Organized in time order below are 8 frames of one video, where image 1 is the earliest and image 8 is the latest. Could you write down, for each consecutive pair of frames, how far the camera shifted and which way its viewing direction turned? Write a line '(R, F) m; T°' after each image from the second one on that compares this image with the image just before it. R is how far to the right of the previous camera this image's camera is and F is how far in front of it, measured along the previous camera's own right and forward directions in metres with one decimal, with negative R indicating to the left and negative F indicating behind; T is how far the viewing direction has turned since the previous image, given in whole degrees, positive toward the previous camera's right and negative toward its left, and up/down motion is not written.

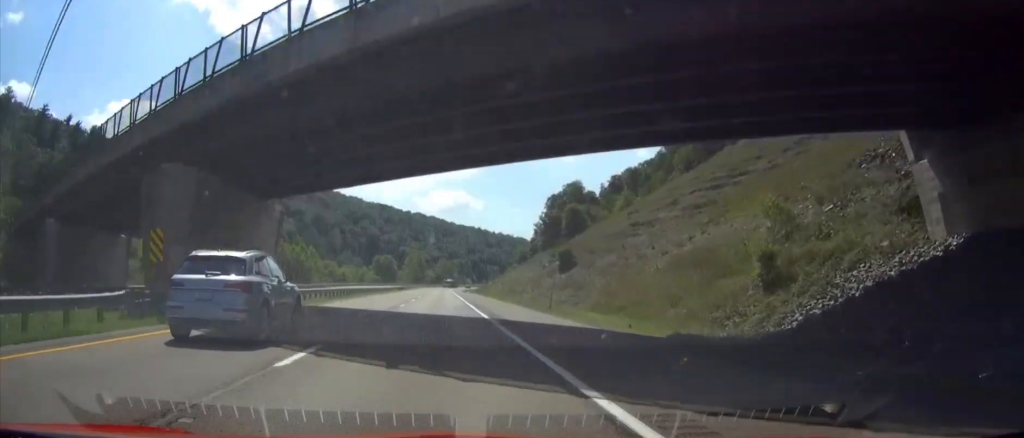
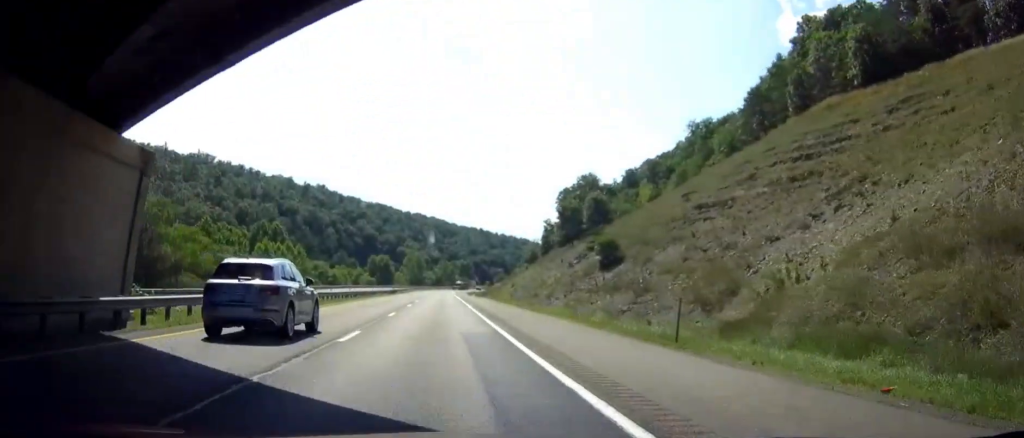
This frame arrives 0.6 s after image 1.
(0.0, +20.1) m; 0°
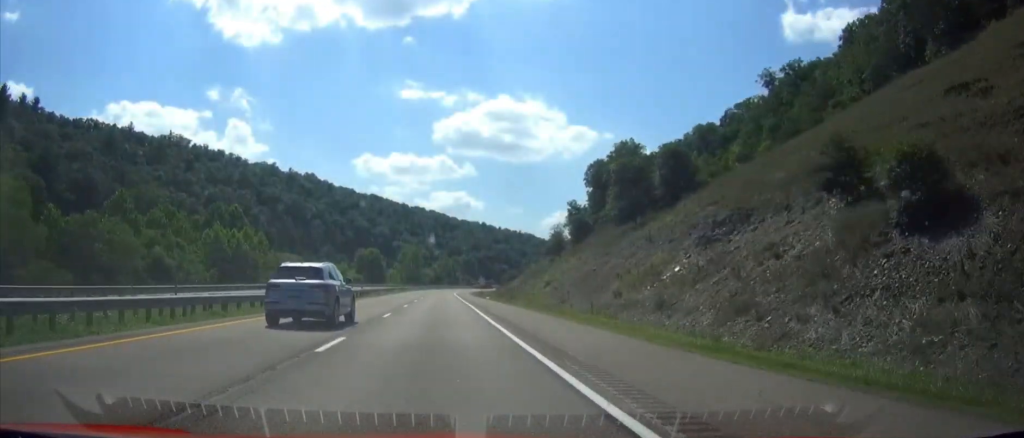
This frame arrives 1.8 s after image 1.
(0.0, +41.3) m; 0°
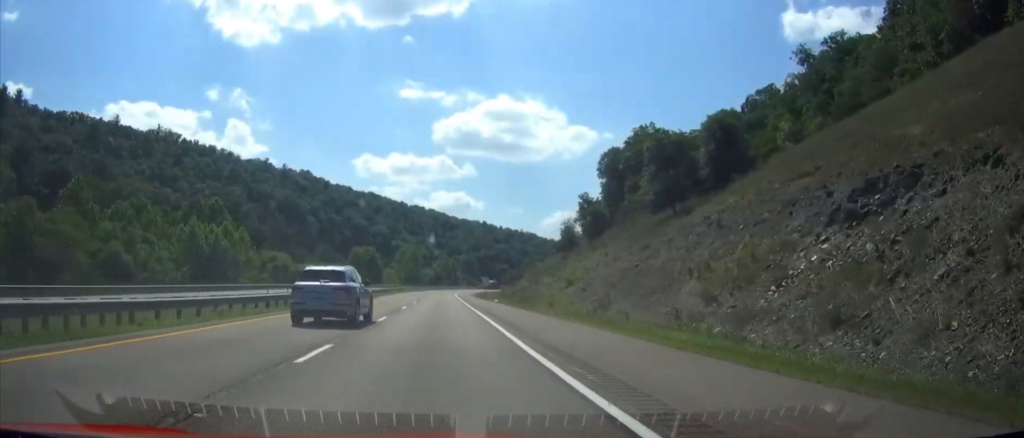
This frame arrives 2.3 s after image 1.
(0.0, +14.5) m; 0°
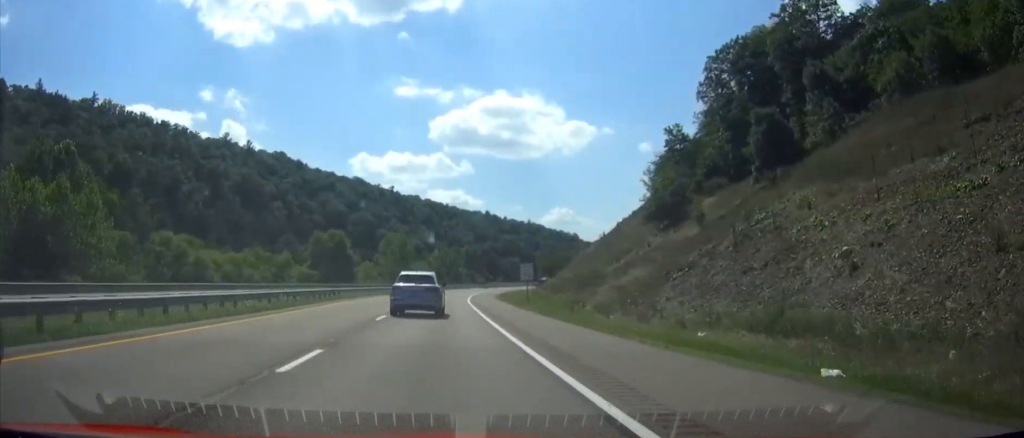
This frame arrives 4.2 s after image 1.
(-0.4, +64.5) m; 0°
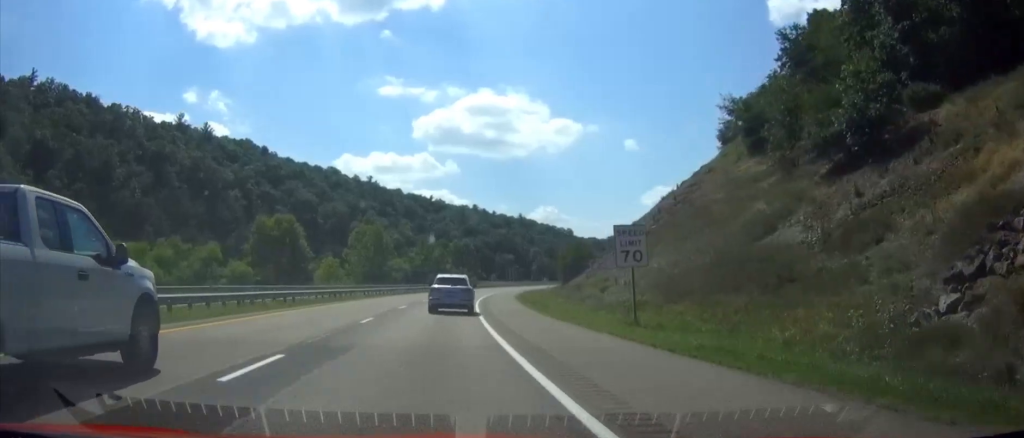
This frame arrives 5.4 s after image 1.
(+0.3, +38.7) m; +1°
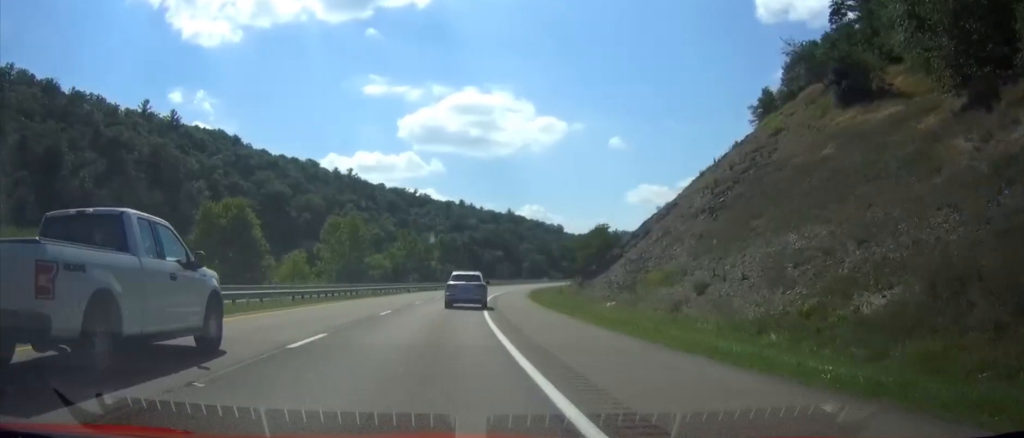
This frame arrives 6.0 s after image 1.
(+0.3, +22.1) m; +1°
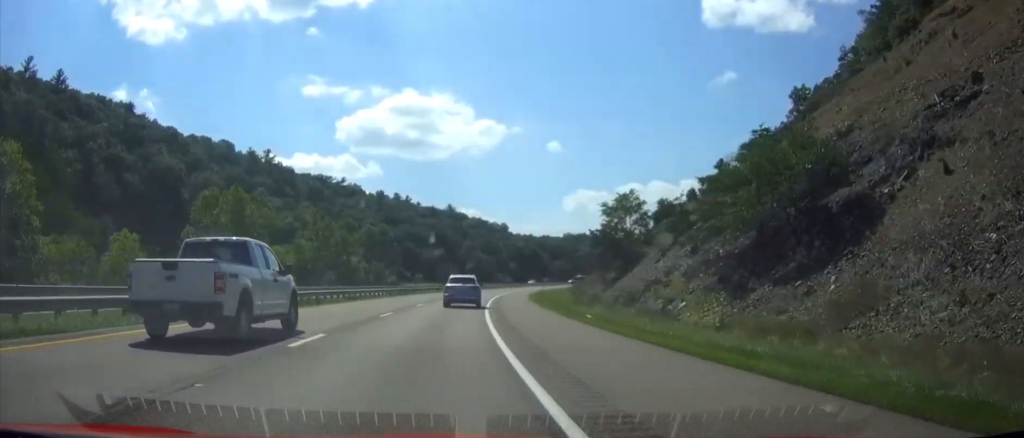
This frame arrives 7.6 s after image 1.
(+1.5, +50.6) m; +5°
